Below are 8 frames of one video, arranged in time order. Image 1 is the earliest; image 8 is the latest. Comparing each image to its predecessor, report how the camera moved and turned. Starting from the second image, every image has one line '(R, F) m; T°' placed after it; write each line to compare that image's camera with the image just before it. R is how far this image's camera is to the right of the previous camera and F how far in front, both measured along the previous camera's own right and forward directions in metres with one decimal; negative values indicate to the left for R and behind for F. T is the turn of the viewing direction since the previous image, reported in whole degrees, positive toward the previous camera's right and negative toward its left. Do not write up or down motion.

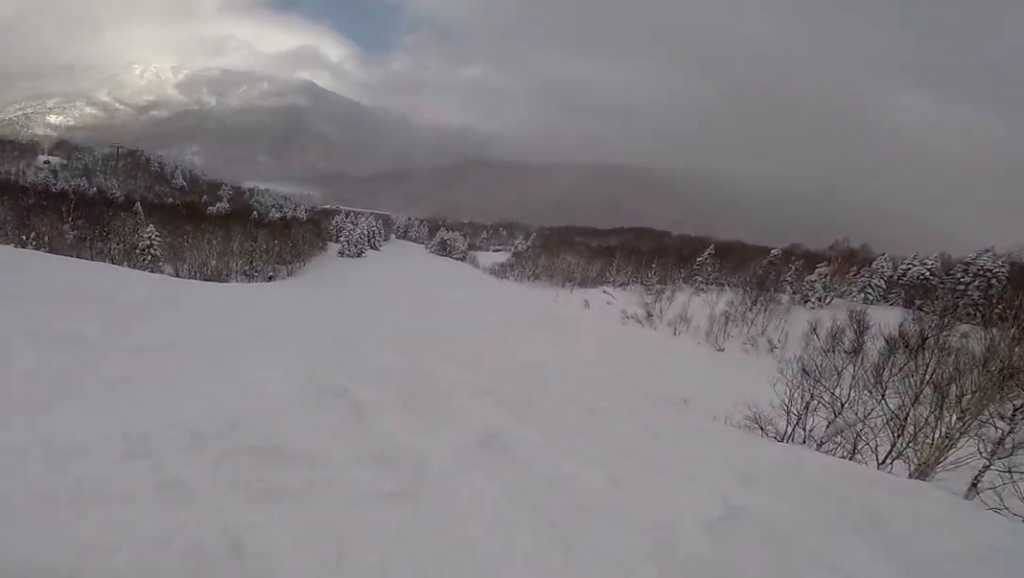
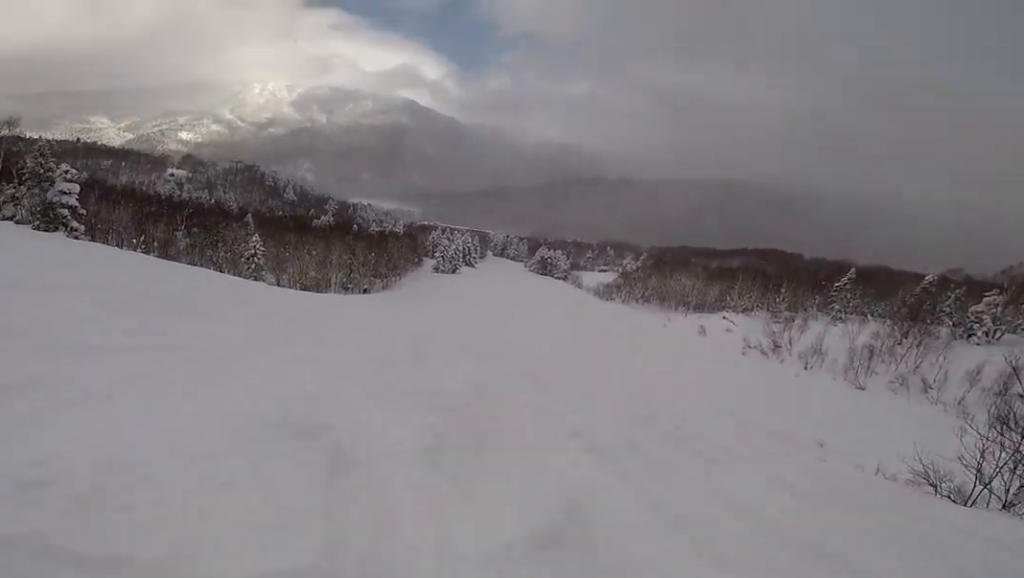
(-1.2, +1.5) m; -19°
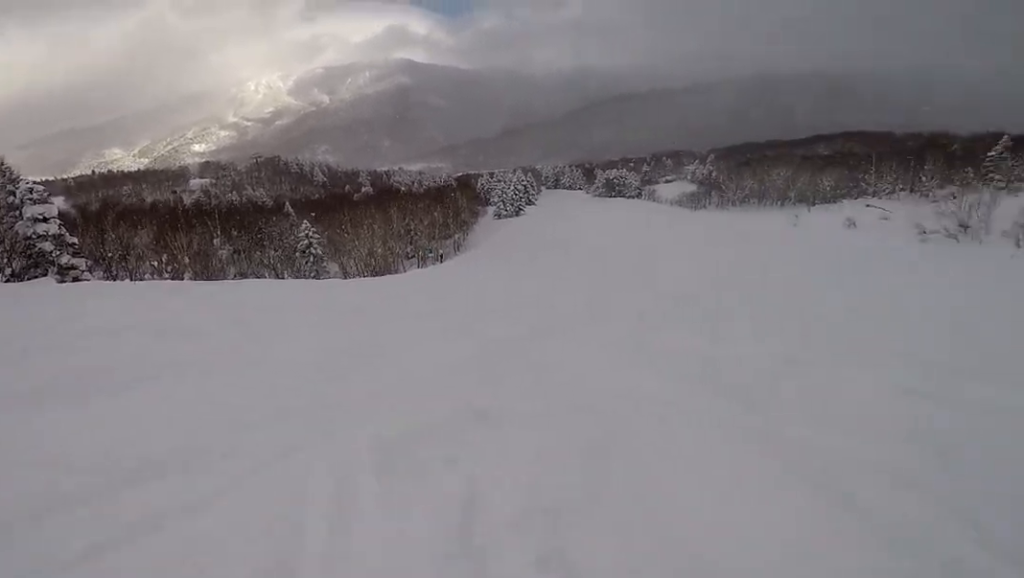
(-4.7, +12.7) m; +3°
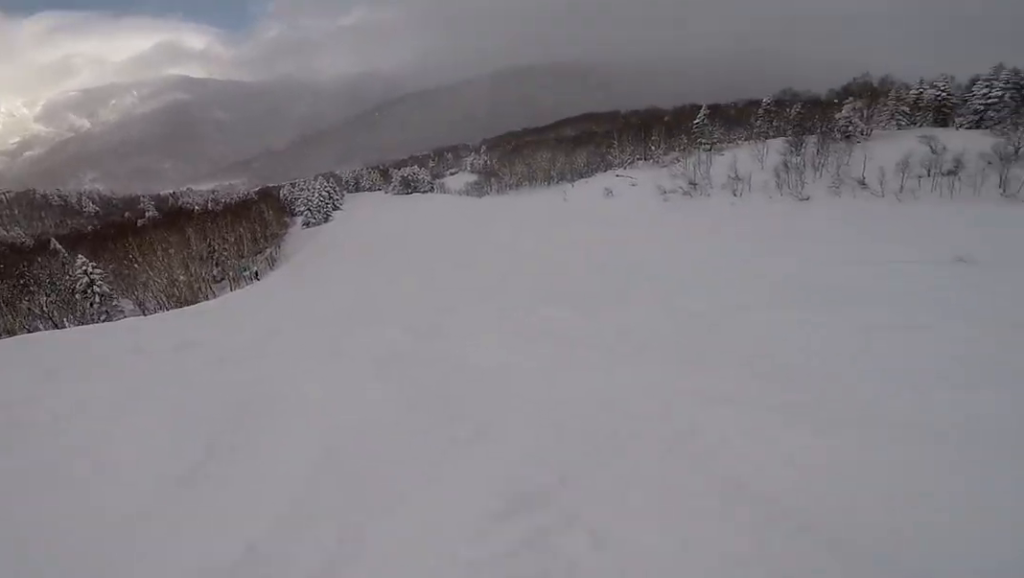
(+0.5, +2.6) m; +26°
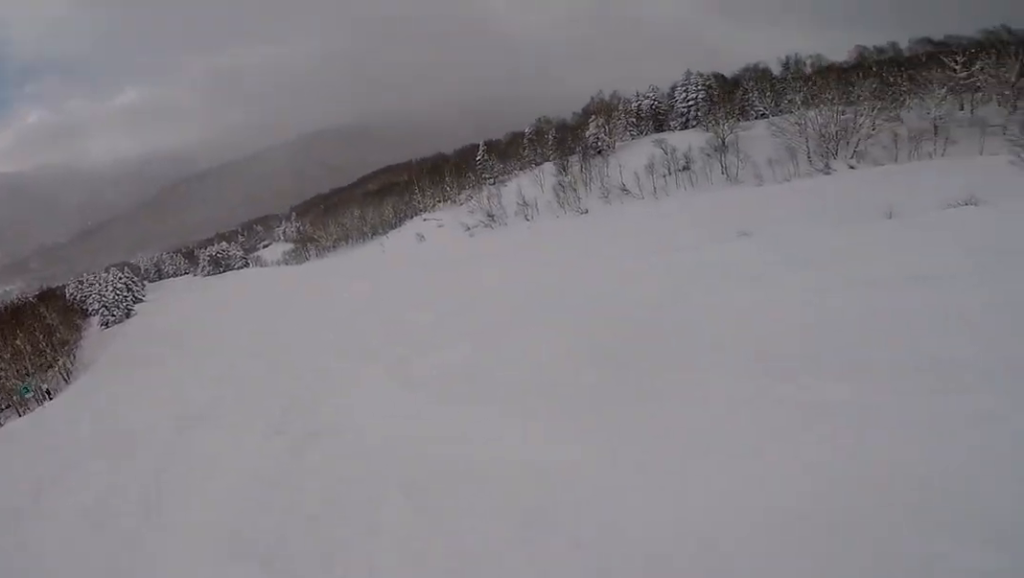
(+1.3, +3.4) m; +27°
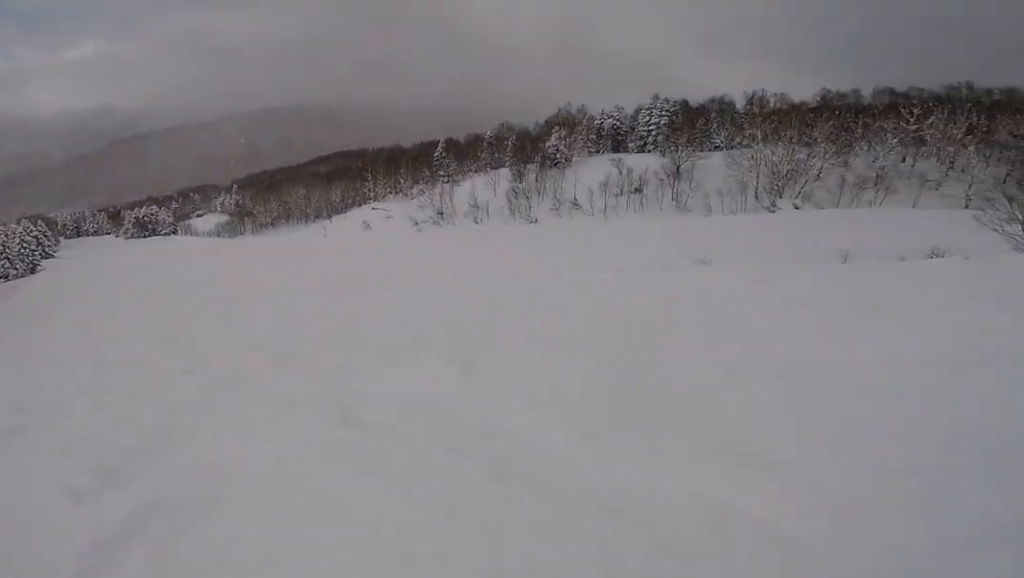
(+0.3, +2.6) m; +6°
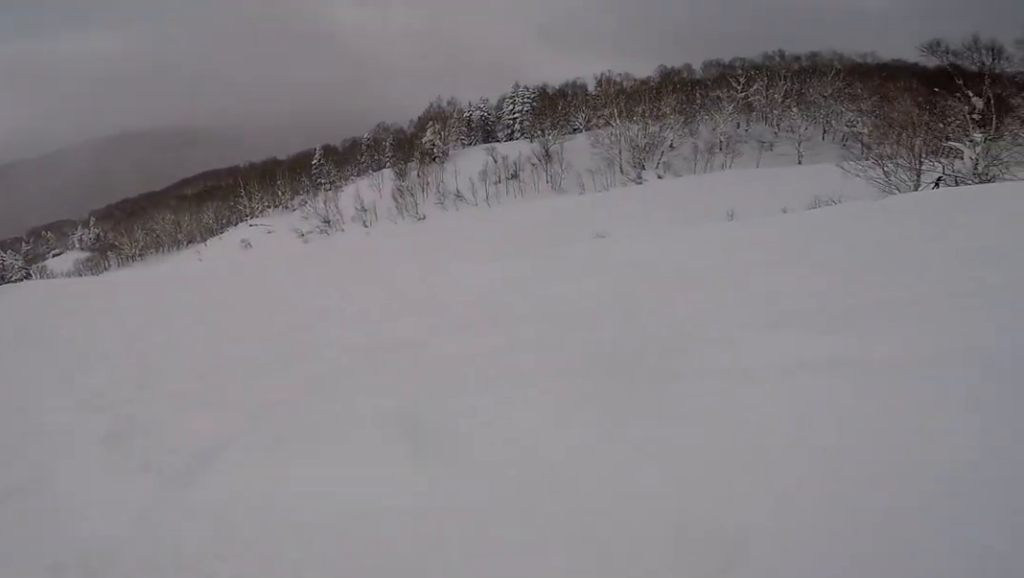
(+0.1, +2.8) m; +5°
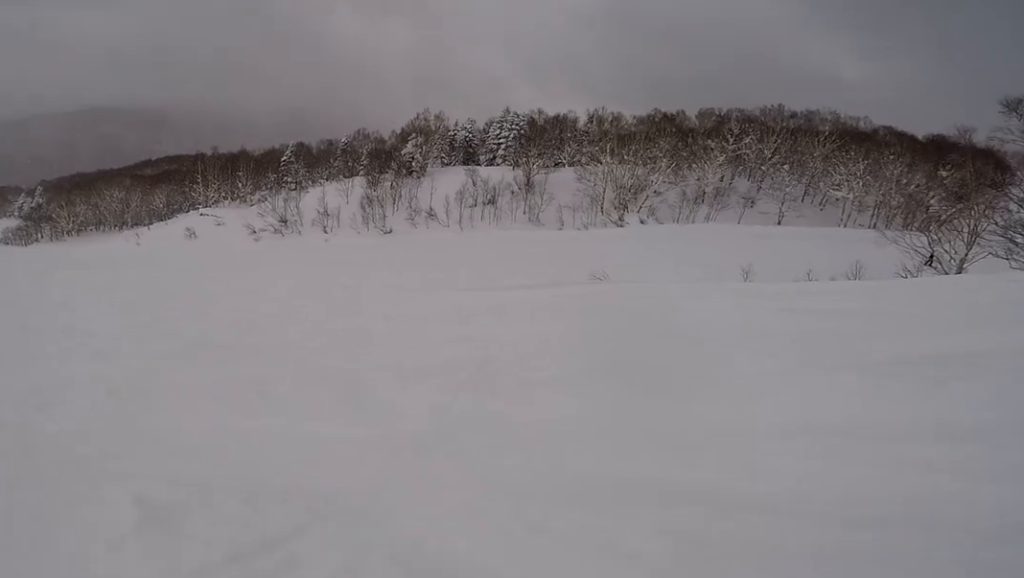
(+0.3, +6.1) m; -2°
